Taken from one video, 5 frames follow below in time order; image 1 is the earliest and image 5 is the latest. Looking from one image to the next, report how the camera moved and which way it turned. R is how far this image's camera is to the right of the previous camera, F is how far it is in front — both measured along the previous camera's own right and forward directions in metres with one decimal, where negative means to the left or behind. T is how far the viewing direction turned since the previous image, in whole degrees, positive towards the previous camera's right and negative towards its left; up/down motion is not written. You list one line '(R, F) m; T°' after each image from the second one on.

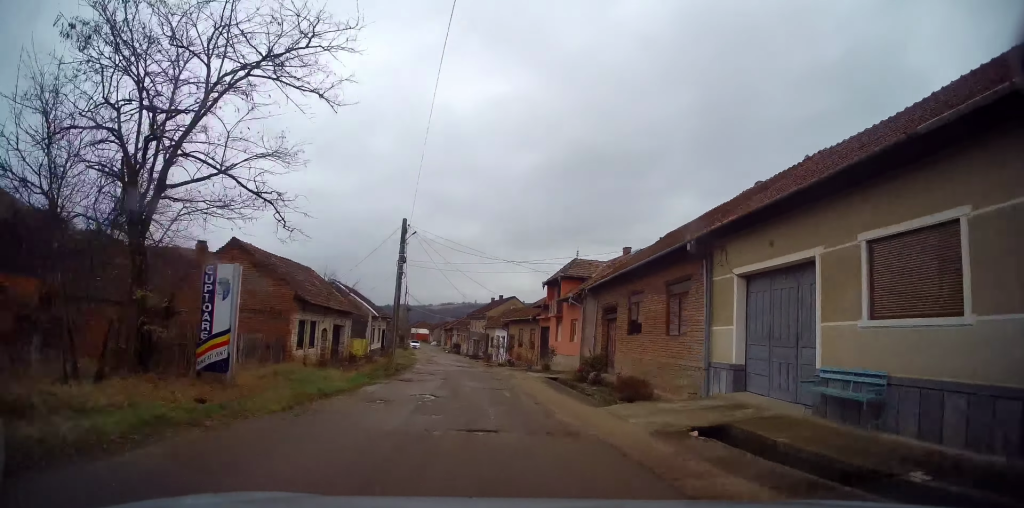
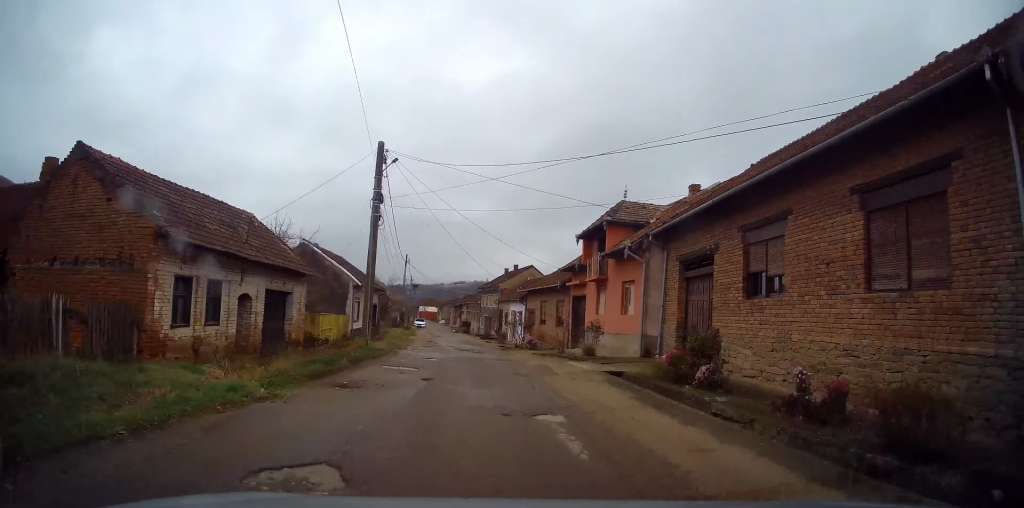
(-0.2, +9.1) m; -2°
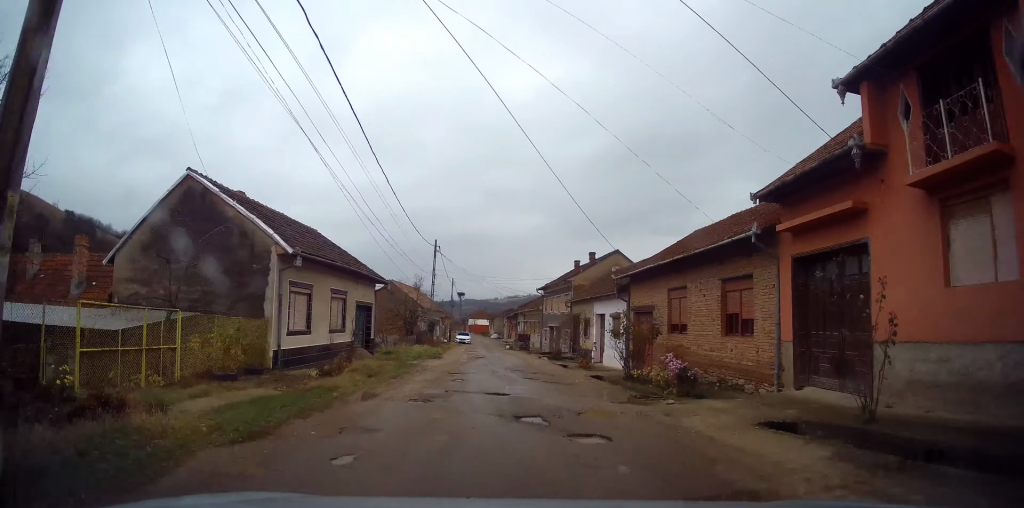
(-0.7, +17.6) m; -6°
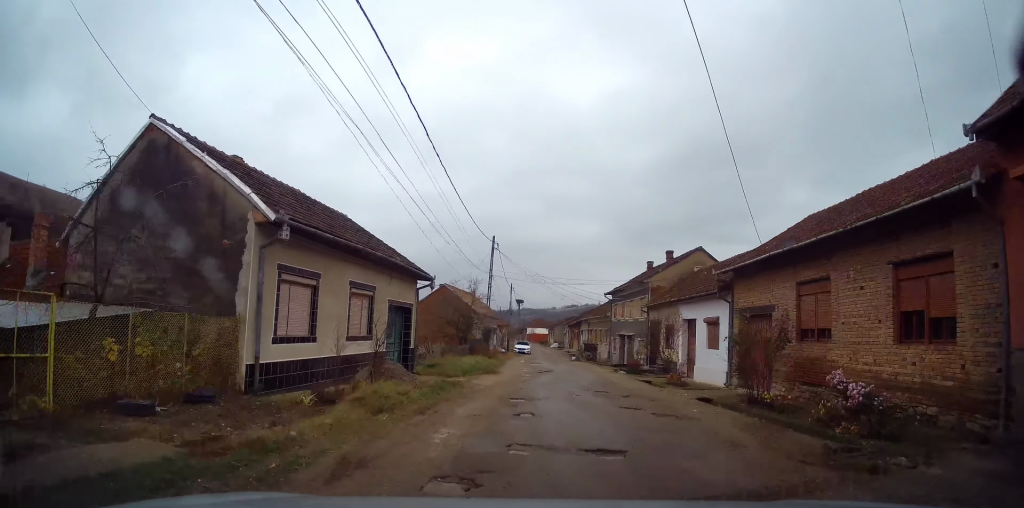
(-0.1, +5.5) m; -1°
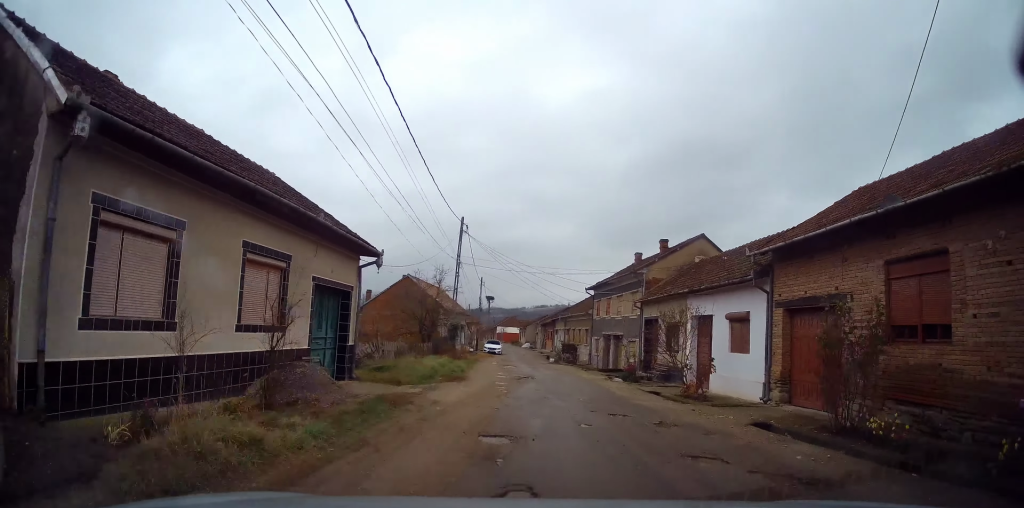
(-0.1, +6.1) m; +1°
